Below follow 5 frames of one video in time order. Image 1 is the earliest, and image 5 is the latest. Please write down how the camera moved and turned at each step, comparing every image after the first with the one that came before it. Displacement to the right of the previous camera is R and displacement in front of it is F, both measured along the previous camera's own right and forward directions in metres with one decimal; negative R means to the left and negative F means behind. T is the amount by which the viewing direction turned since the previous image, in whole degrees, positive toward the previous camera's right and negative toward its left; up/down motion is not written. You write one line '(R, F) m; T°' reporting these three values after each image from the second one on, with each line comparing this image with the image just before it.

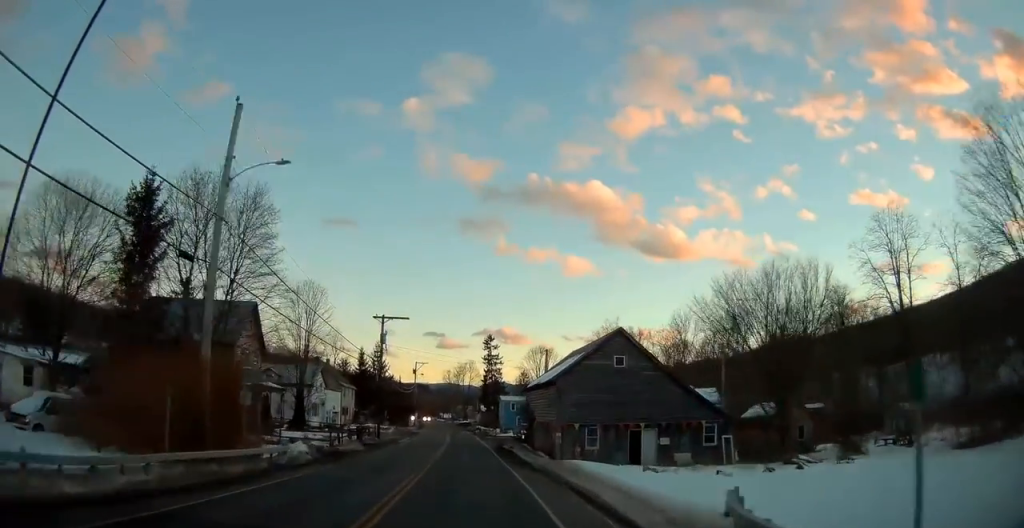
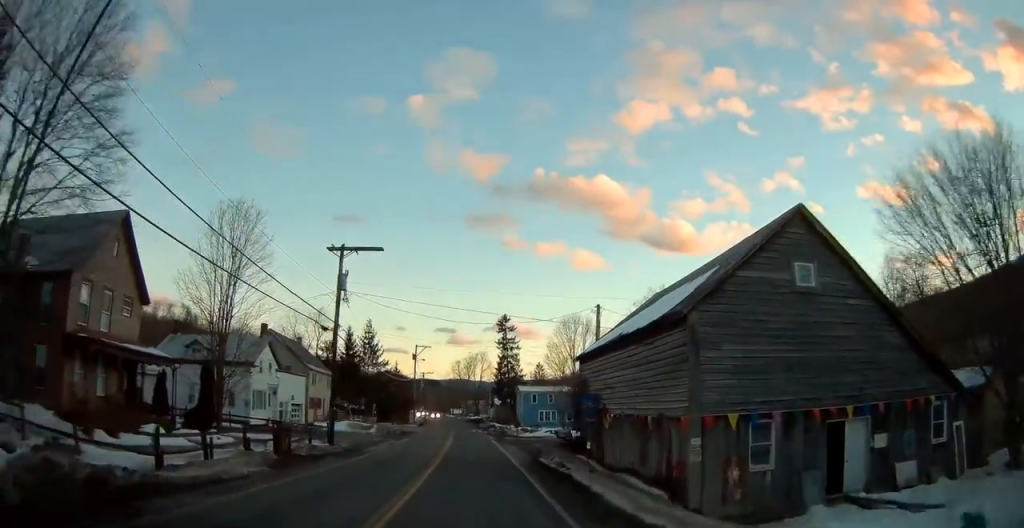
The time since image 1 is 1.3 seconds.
(-0.1, +18.8) m; -1°
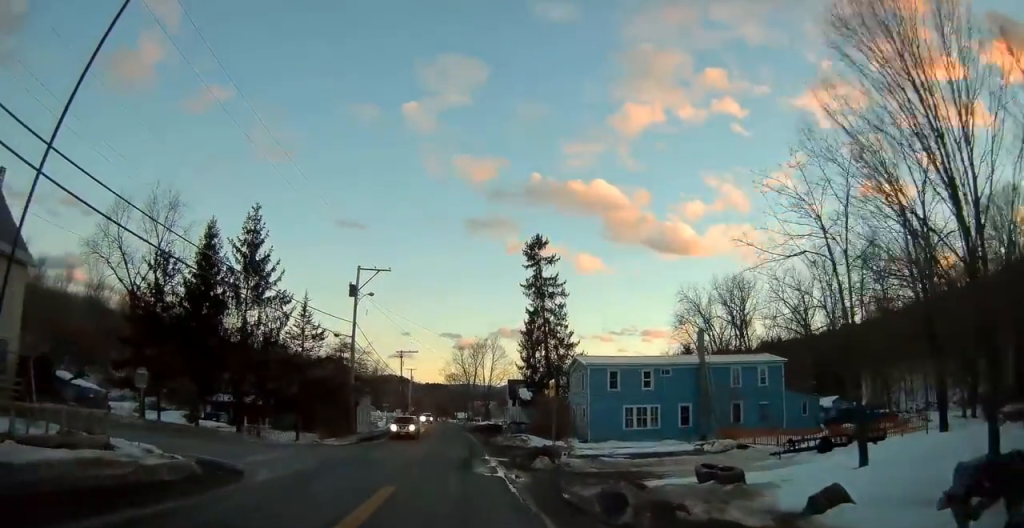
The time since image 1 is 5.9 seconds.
(-0.8, +48.1) m; 0°
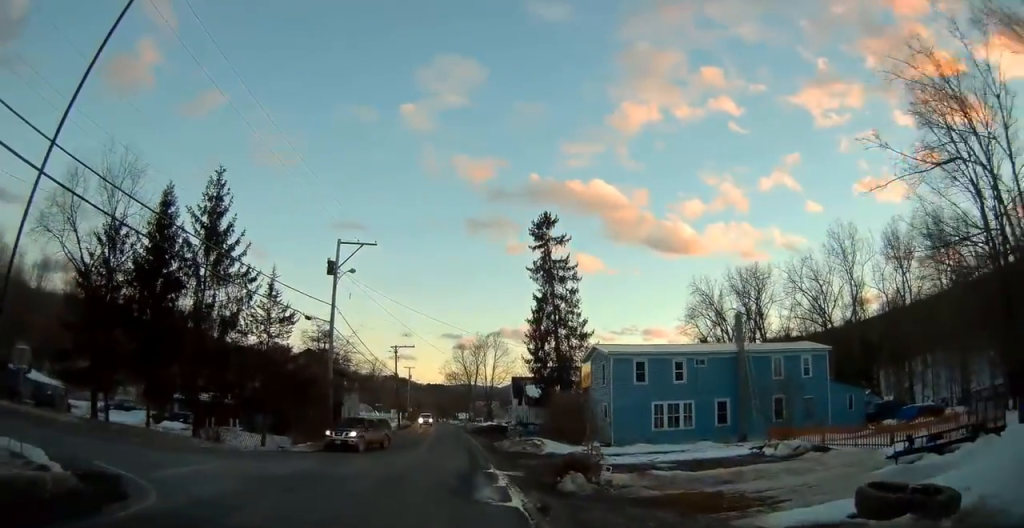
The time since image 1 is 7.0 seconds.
(+0.1, +6.7) m; -1°
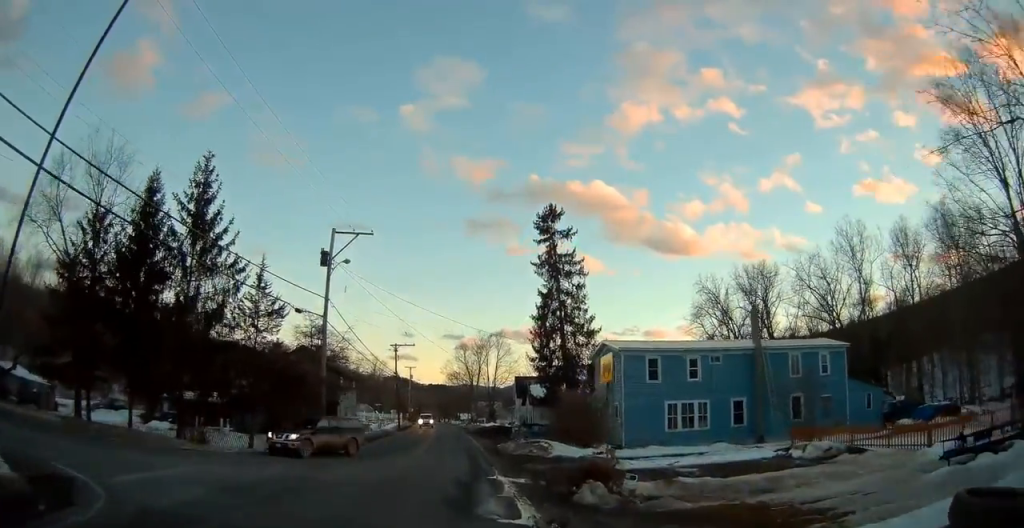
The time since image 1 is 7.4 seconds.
(0.0, +2.3) m; -1°
